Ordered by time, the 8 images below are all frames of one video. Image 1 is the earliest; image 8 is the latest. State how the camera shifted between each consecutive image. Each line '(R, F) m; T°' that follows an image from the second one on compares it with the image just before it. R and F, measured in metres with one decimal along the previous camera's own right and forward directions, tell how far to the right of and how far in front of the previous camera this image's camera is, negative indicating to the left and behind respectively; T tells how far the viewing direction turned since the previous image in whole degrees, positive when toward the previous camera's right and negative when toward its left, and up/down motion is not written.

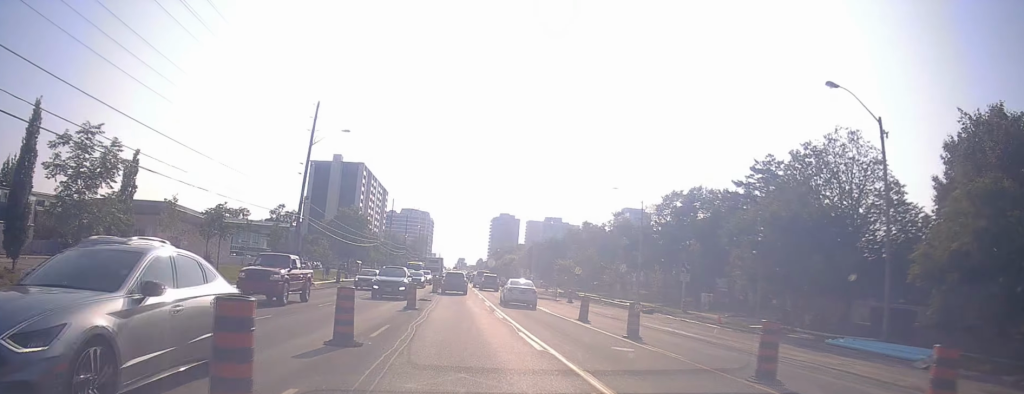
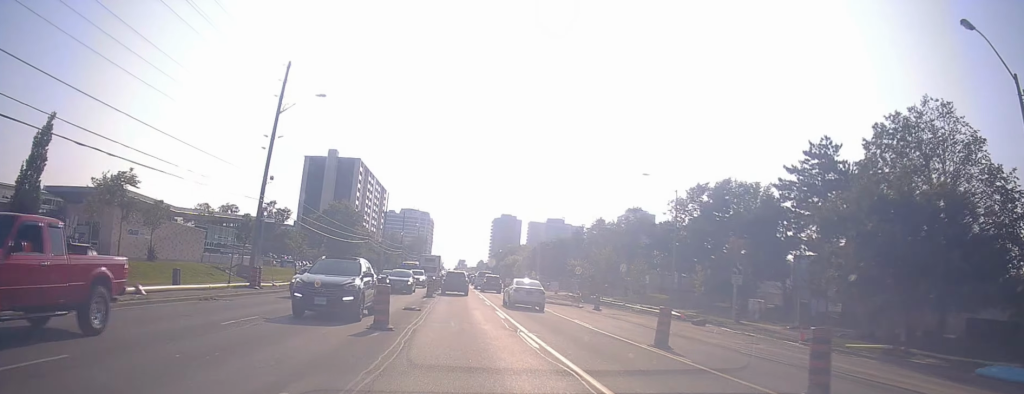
(0.0, +9.0) m; -1°
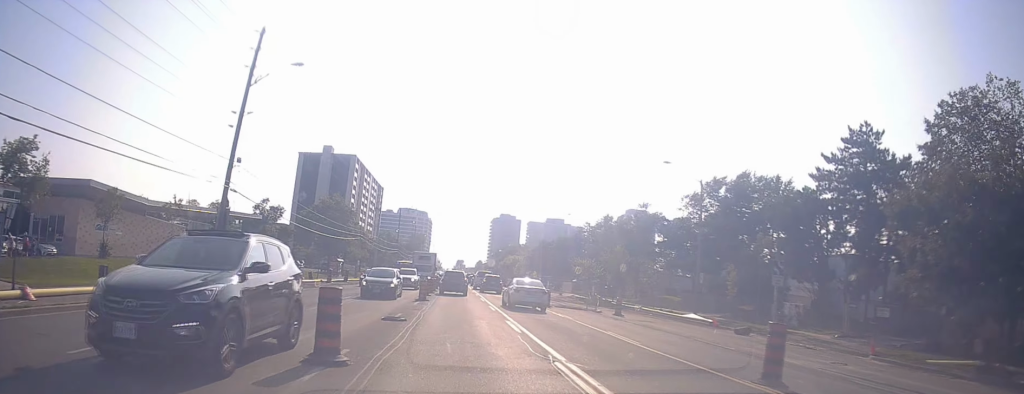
(-0.1, +5.4) m; 0°
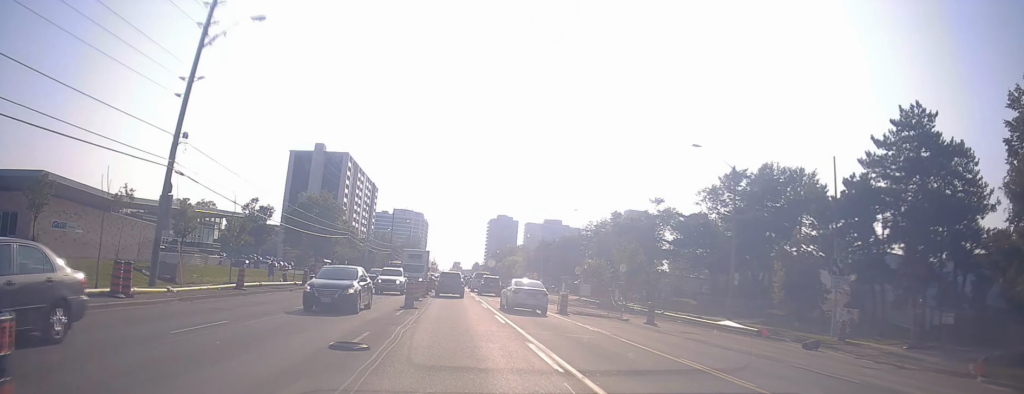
(0.0, +6.1) m; 0°
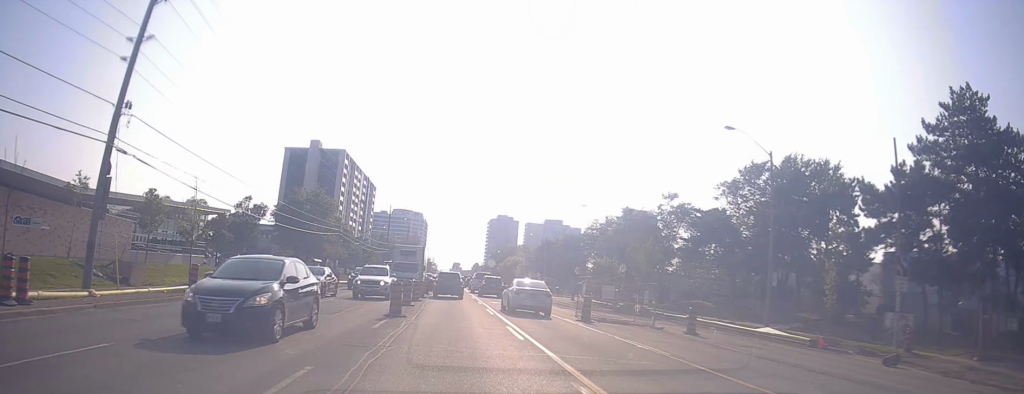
(0.0, +4.9) m; 0°
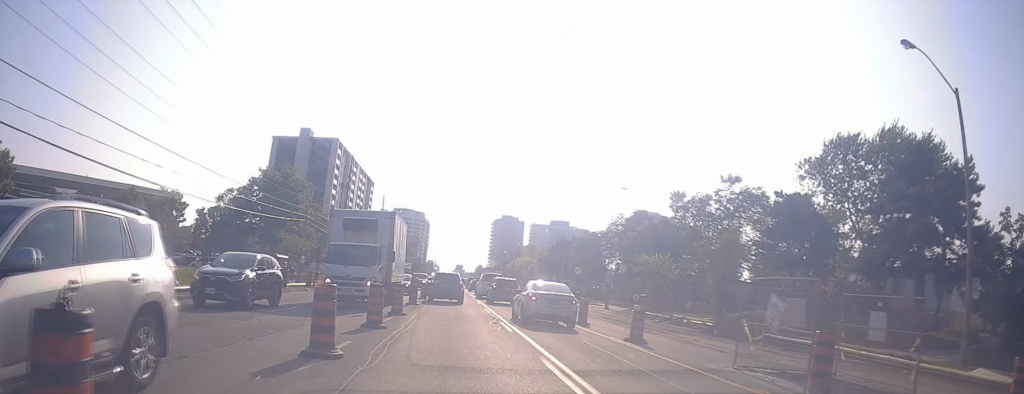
(+0.1, +15.1) m; 0°
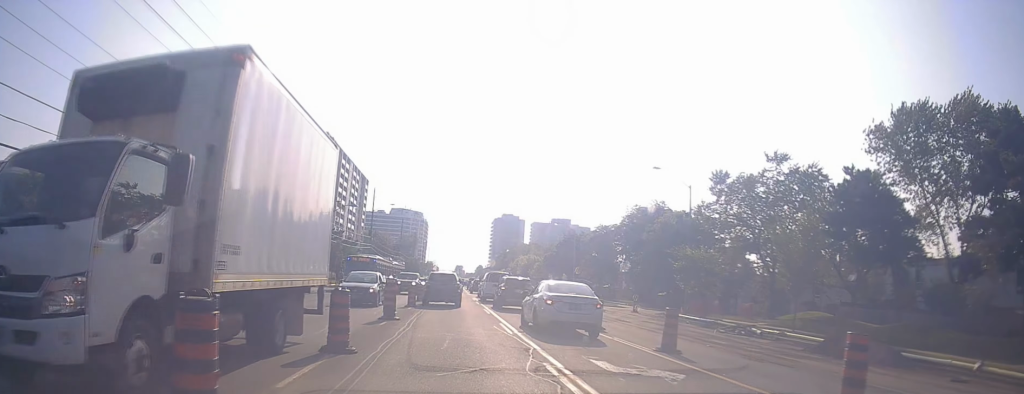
(0.0, +9.5) m; 0°
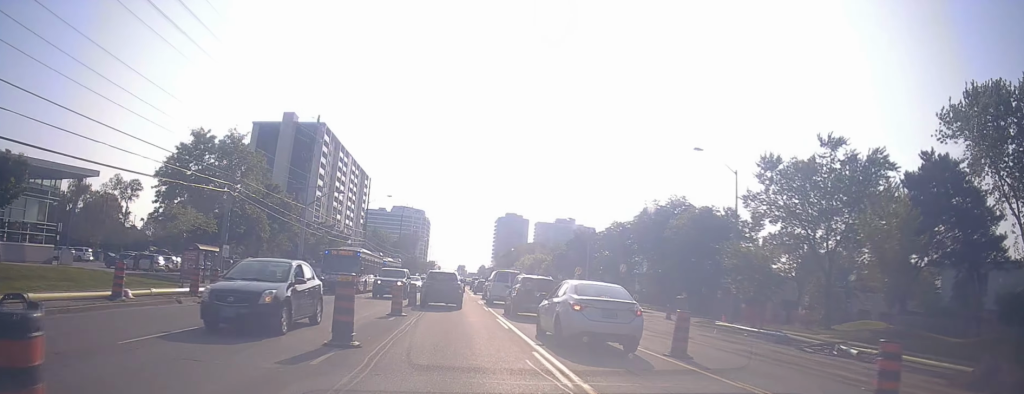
(0.0, +7.5) m; 0°
